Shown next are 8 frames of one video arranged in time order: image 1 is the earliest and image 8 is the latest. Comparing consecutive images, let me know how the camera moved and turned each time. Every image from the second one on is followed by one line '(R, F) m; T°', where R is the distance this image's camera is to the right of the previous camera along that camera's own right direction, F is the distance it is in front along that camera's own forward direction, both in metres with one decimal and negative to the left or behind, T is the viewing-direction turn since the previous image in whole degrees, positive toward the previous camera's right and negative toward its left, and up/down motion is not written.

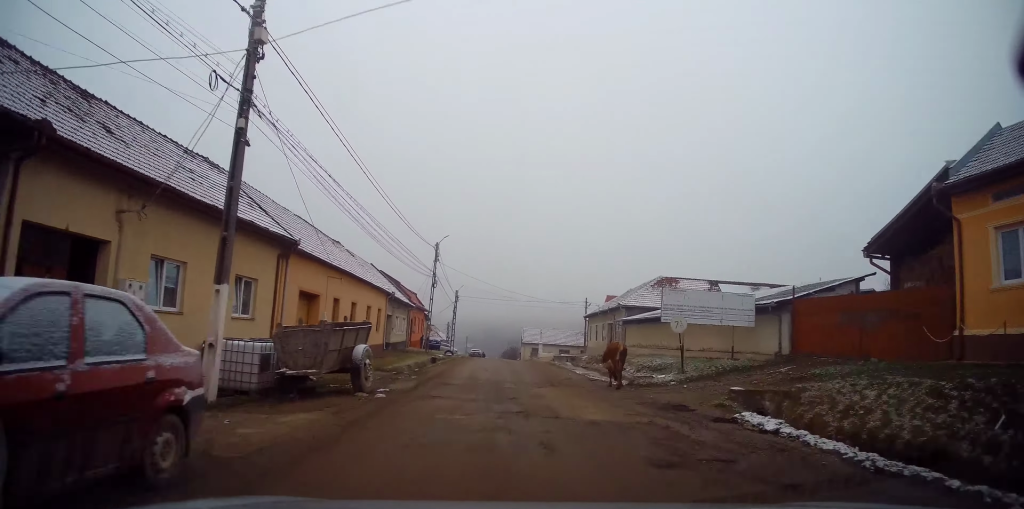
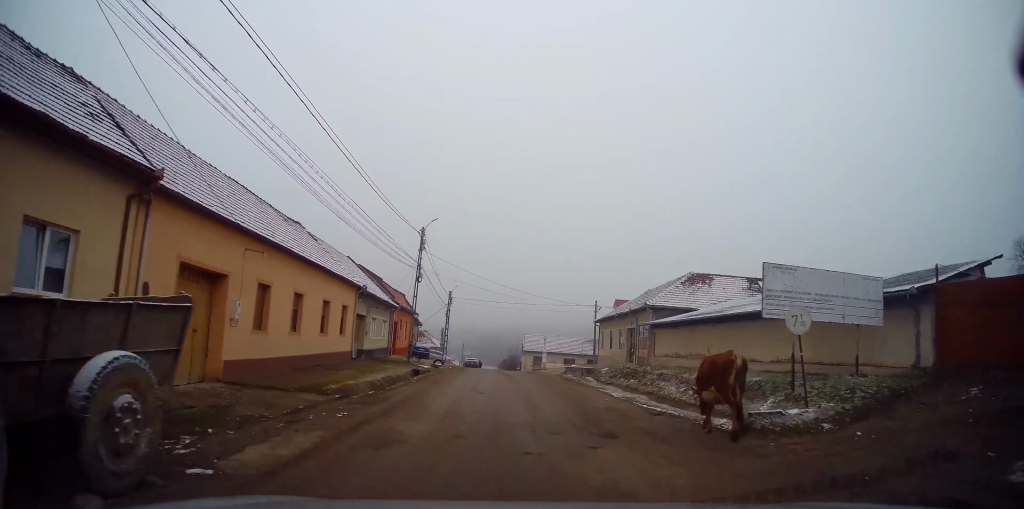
(0.0, +8.5) m; +1°
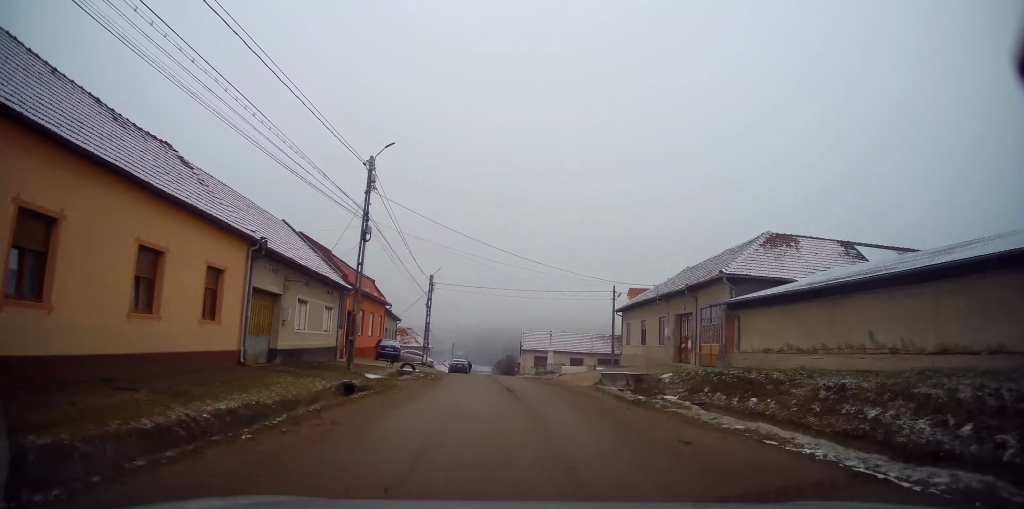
(+0.2, +13.4) m; +2°
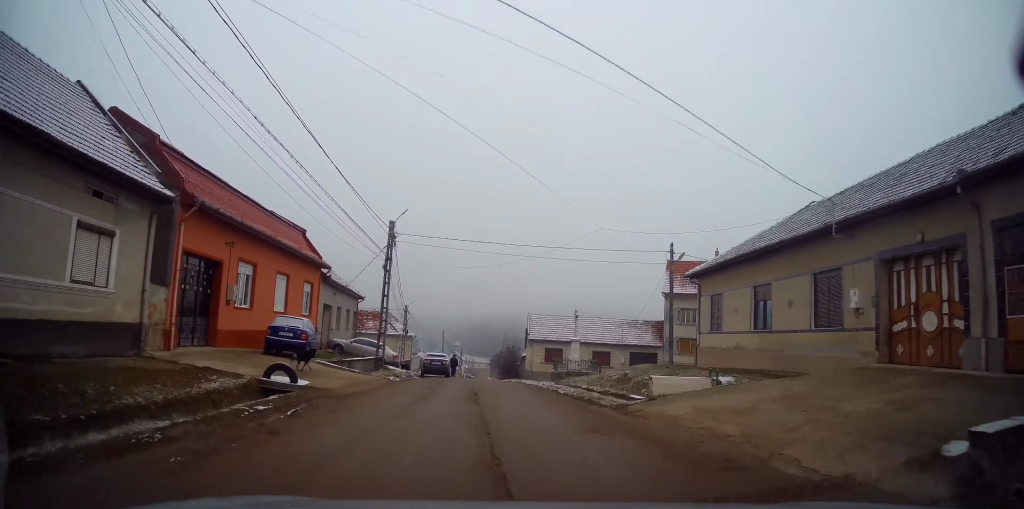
(0.0, +17.5) m; -1°
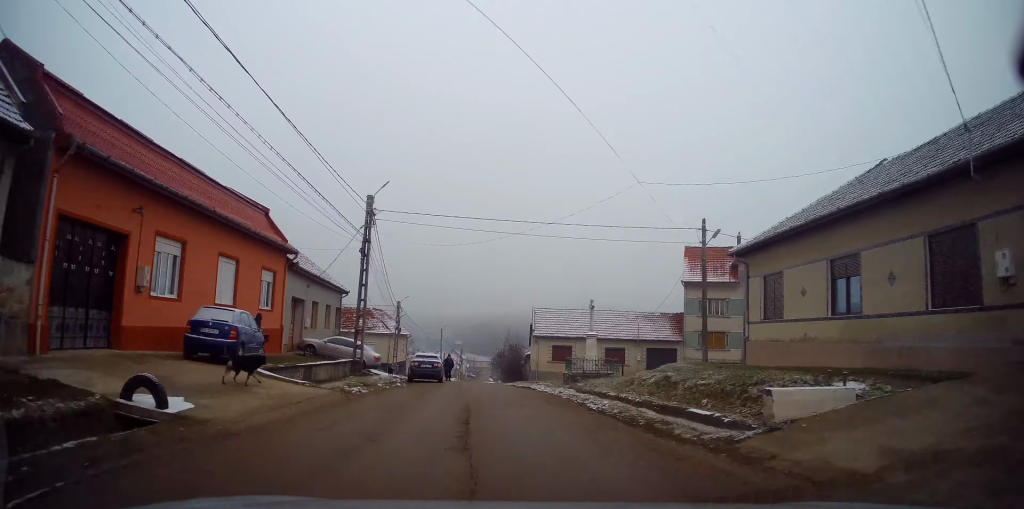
(-0.1, +5.3) m; -1°
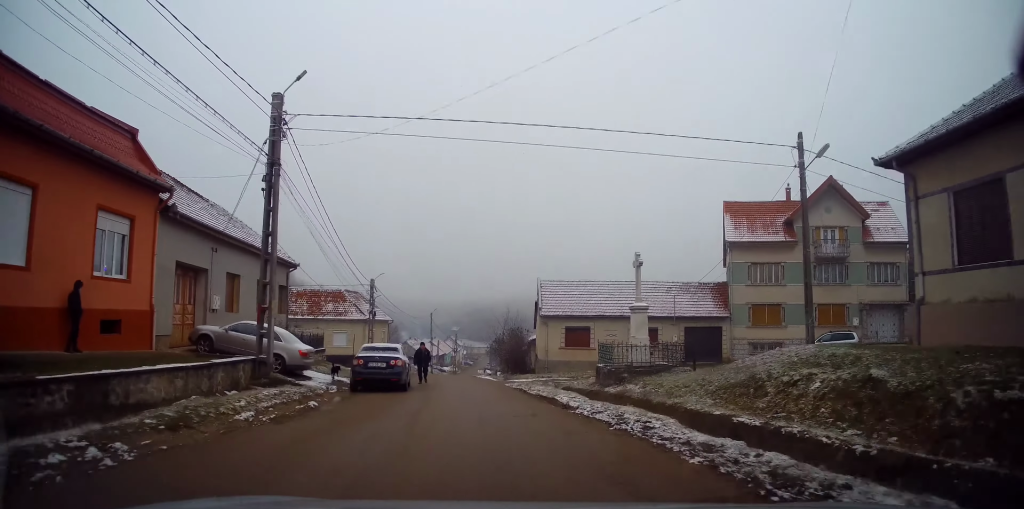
(0.0, +10.4) m; 0°
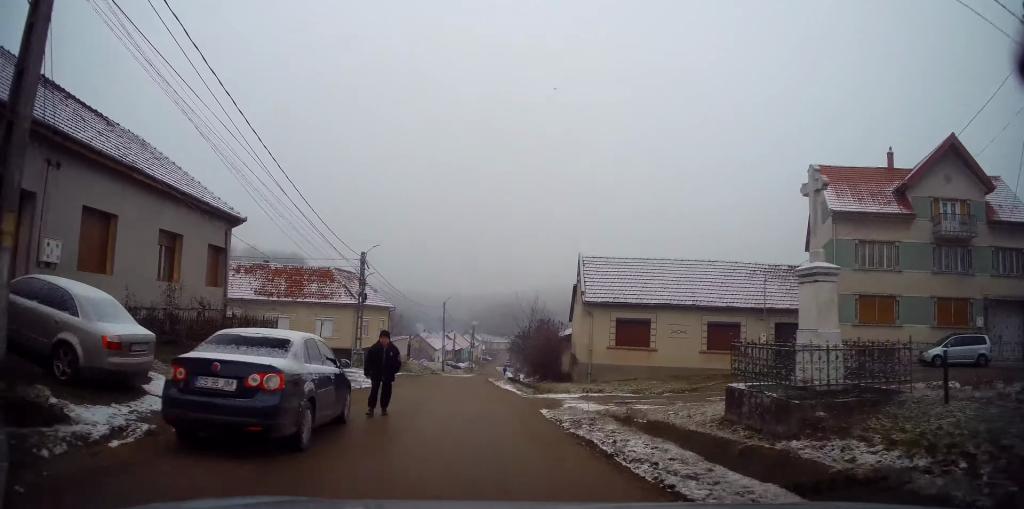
(0.0, +10.7) m; -2°
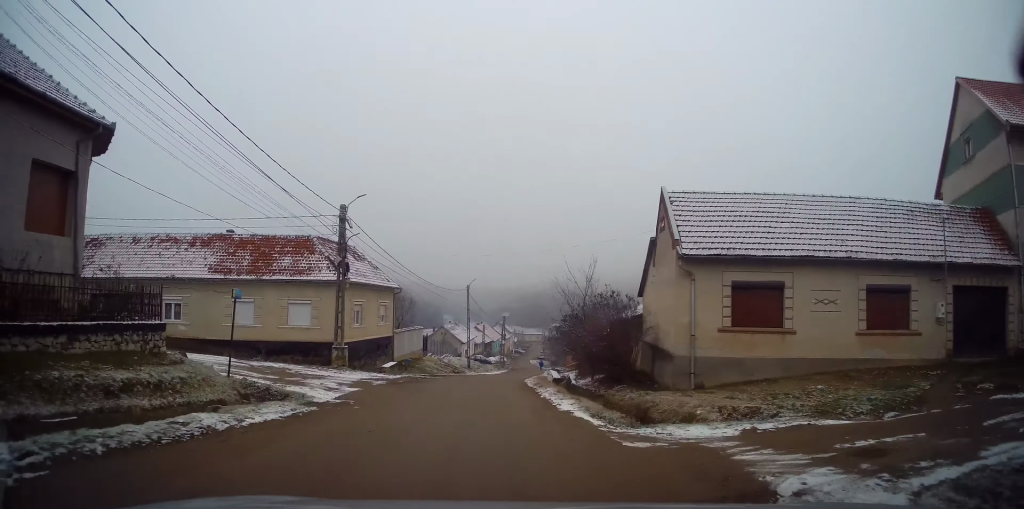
(-0.3, +11.5) m; -3°
